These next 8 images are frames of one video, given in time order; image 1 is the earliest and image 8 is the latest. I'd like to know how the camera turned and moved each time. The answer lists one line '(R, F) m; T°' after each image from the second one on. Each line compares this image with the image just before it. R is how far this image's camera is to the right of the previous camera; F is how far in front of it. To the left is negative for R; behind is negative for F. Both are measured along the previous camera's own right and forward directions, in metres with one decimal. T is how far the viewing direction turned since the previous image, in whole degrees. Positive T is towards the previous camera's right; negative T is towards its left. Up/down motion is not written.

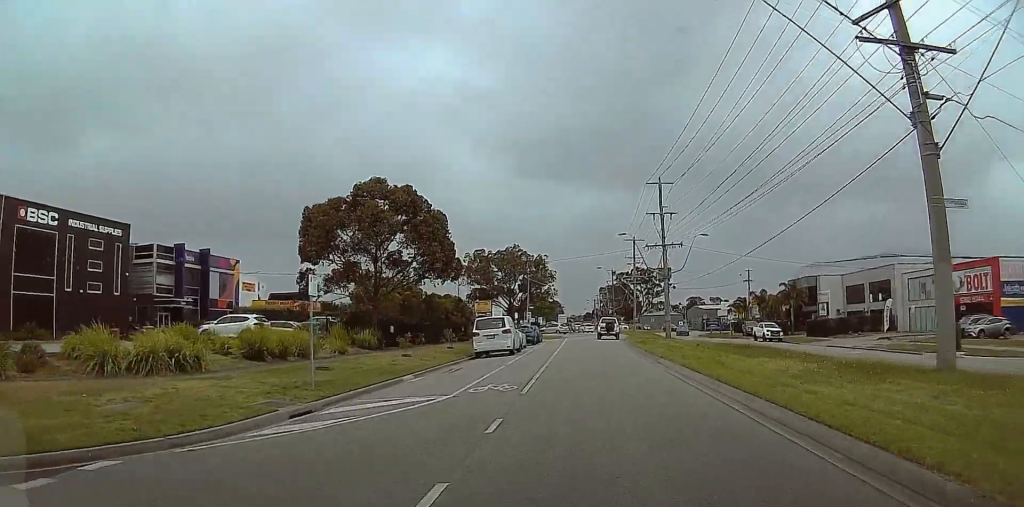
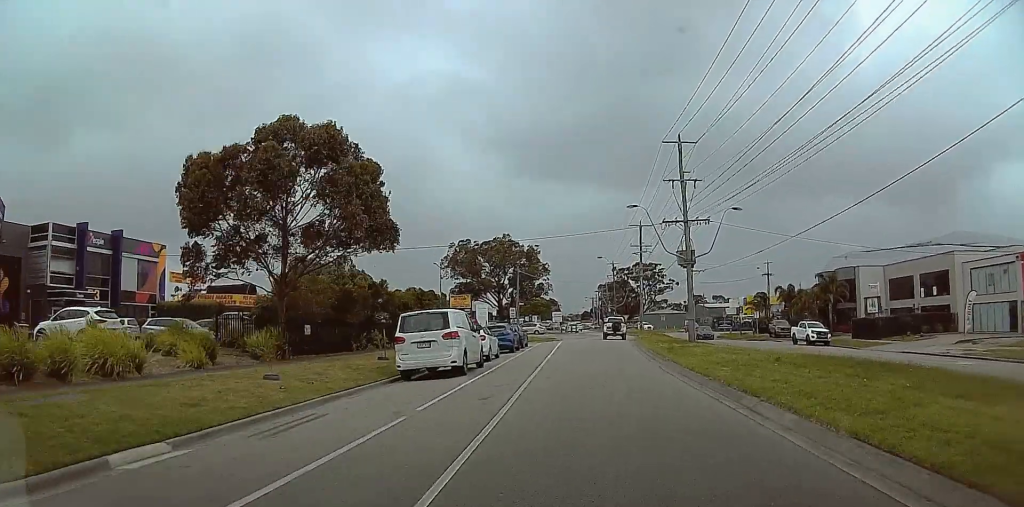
(-0.1, +13.7) m; -1°
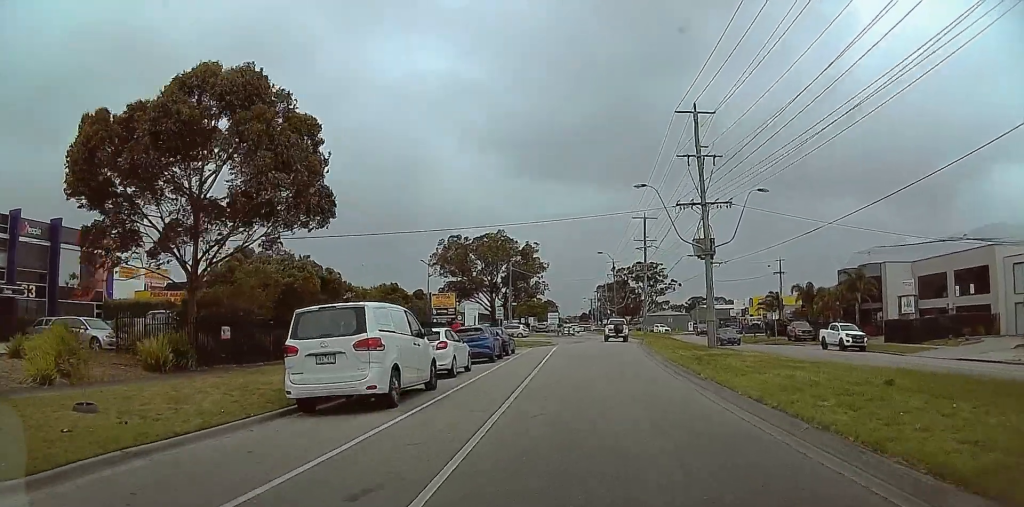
(-0.1, +7.6) m; 0°
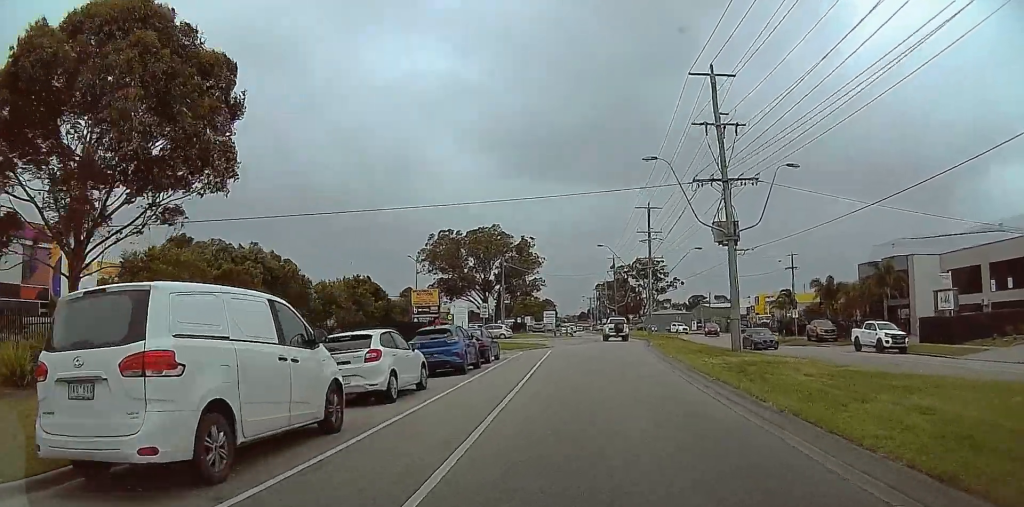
(0.0, +6.5) m; 0°
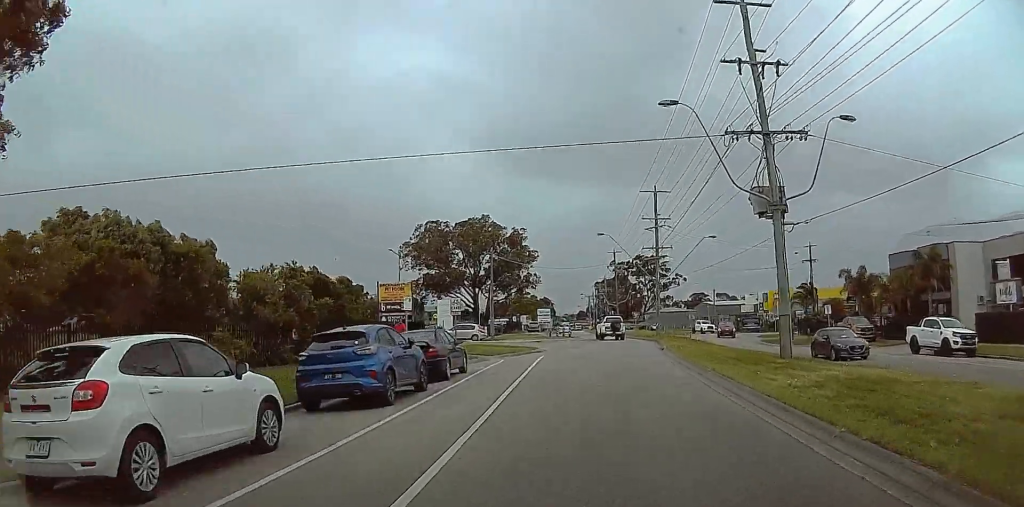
(0.0, +8.3) m; 0°
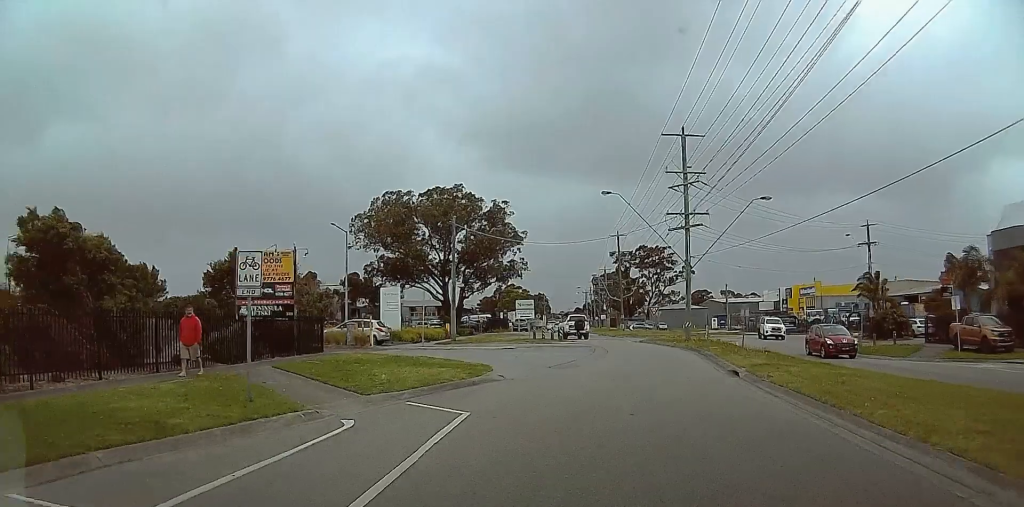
(+0.1, +18.4) m; +2°
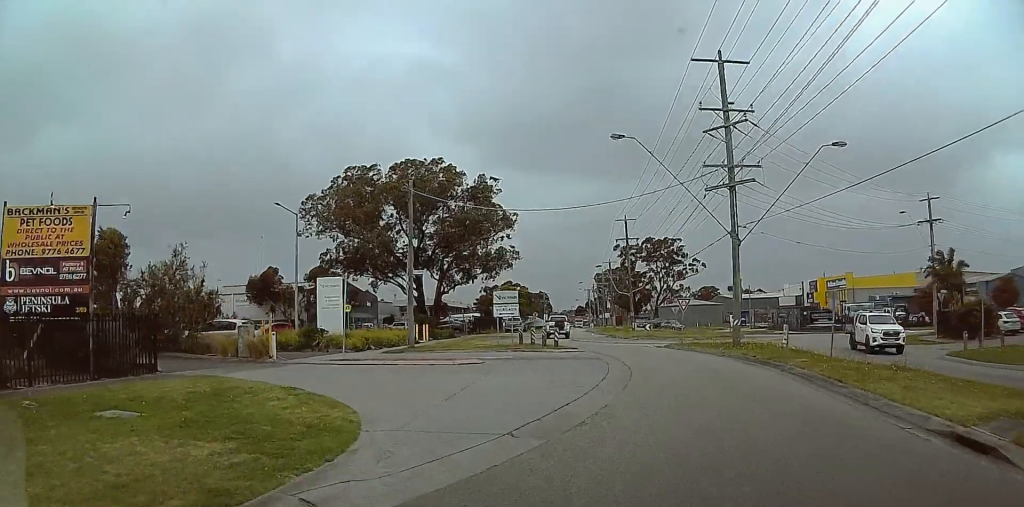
(+0.4, +12.3) m; +2°
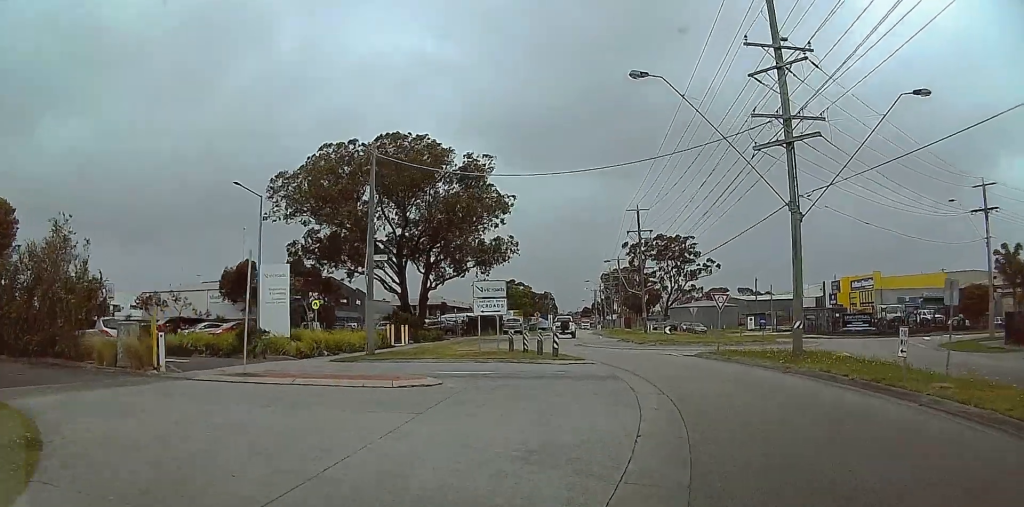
(0.0, +8.3) m; -4°
